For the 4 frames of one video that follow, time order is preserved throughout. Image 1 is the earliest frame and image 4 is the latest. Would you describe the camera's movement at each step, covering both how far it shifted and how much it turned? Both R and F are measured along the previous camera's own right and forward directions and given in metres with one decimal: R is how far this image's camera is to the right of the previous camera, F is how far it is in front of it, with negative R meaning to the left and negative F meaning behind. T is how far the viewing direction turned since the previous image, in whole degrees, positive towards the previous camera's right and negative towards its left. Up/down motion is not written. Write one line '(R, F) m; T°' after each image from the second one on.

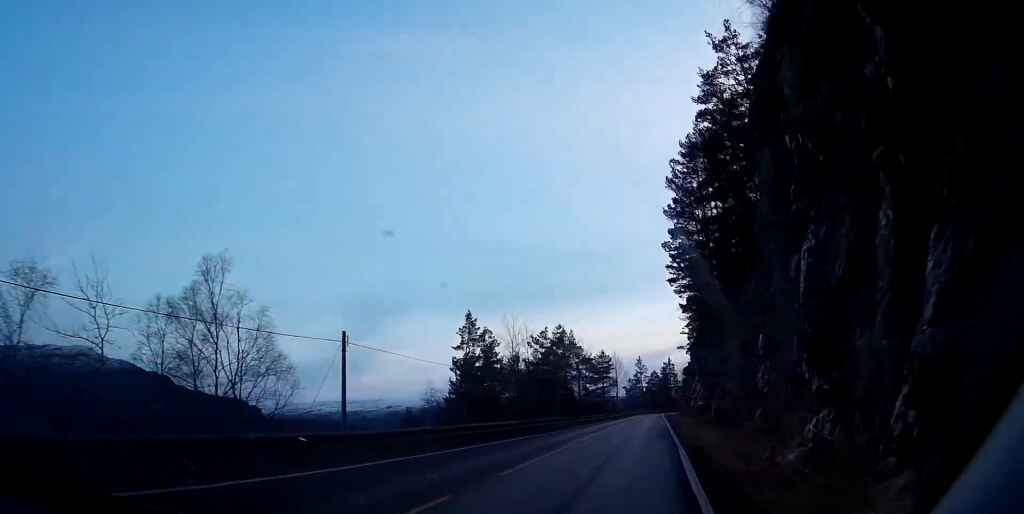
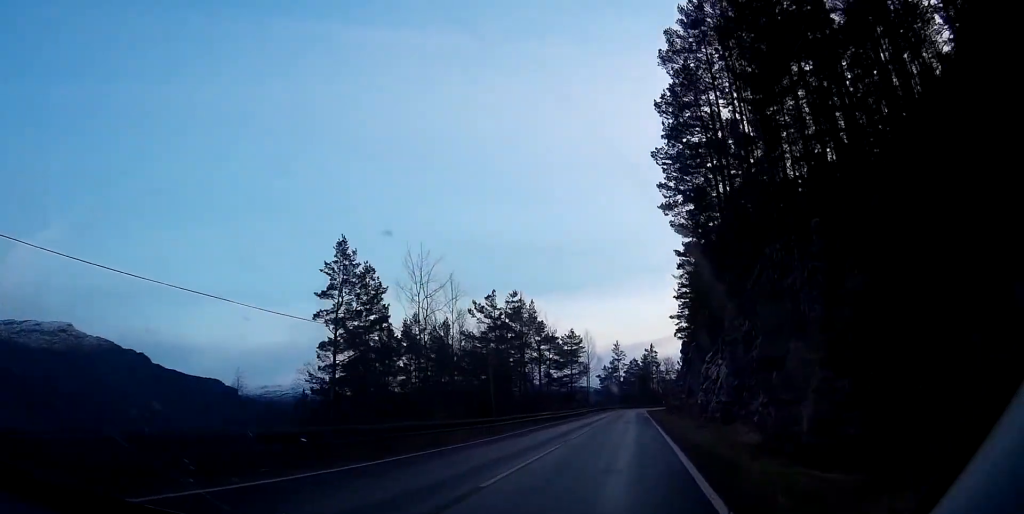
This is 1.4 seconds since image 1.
(+0.1, +26.9) m; -1°
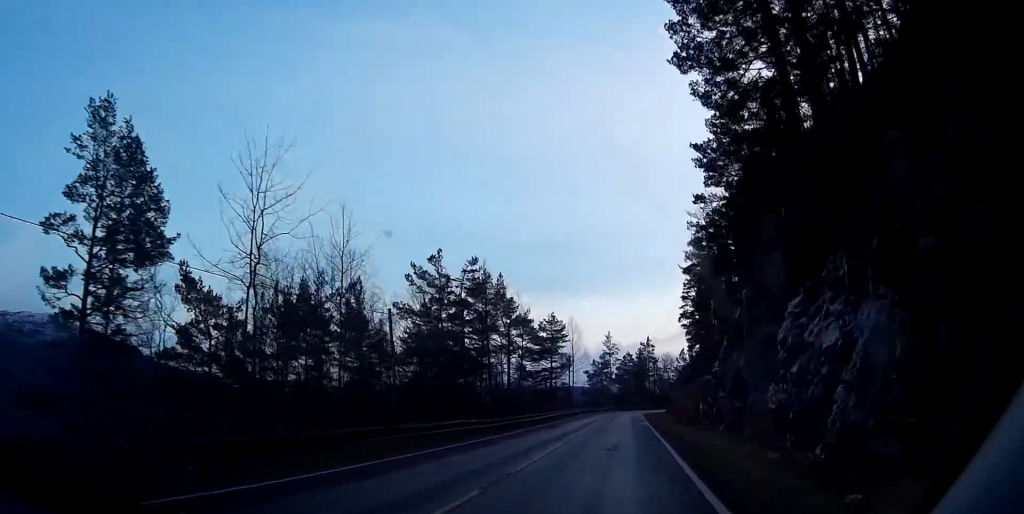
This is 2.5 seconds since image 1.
(-0.2, +22.6) m; 0°
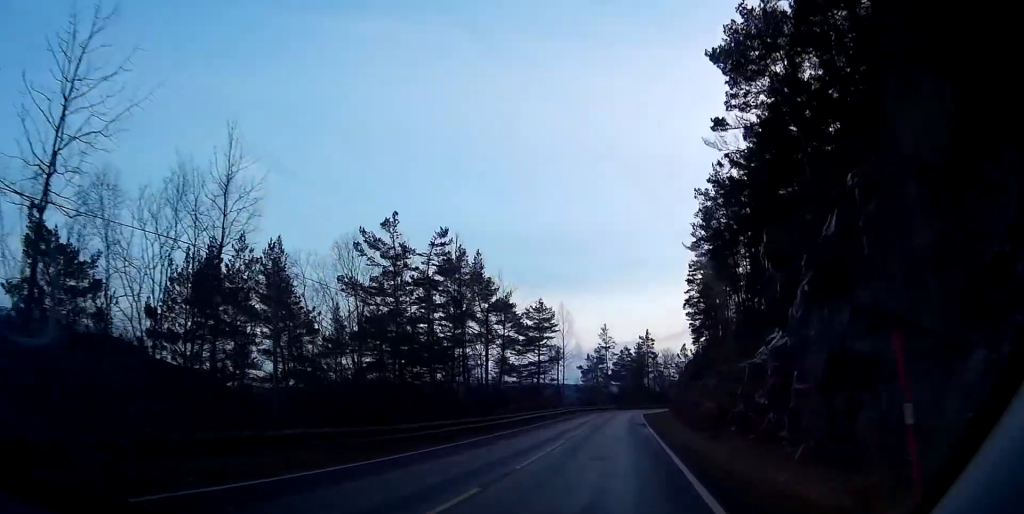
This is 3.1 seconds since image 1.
(0.0, +11.9) m; +1°
